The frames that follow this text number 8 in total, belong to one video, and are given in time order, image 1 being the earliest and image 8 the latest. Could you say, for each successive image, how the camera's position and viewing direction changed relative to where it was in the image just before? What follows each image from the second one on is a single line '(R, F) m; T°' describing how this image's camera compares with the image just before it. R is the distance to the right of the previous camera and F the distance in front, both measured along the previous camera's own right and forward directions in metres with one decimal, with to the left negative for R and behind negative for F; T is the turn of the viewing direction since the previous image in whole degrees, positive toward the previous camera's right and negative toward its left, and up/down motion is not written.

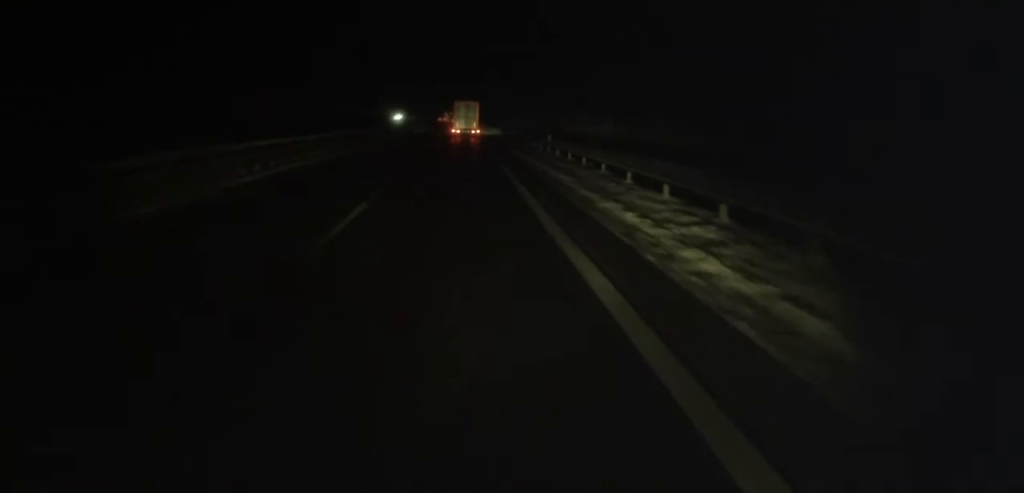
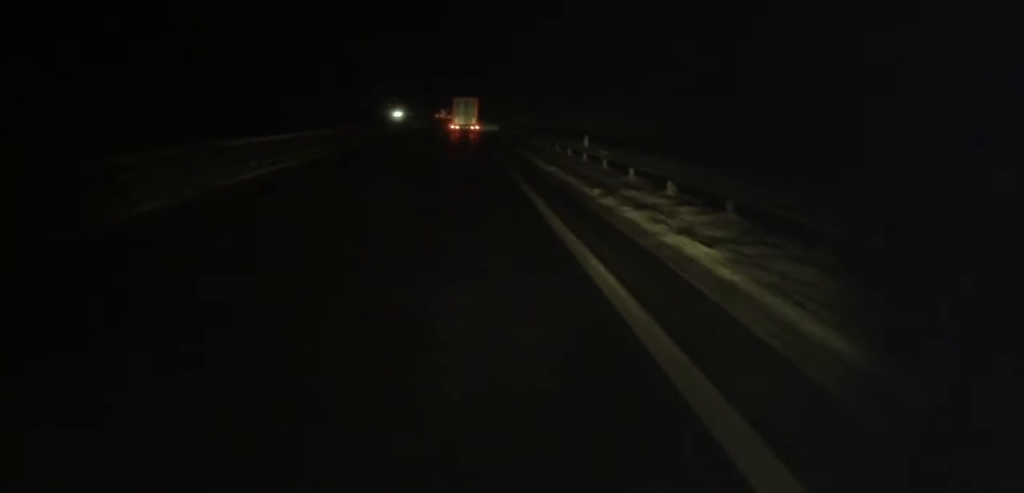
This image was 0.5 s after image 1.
(0.0, +12.2) m; 0°
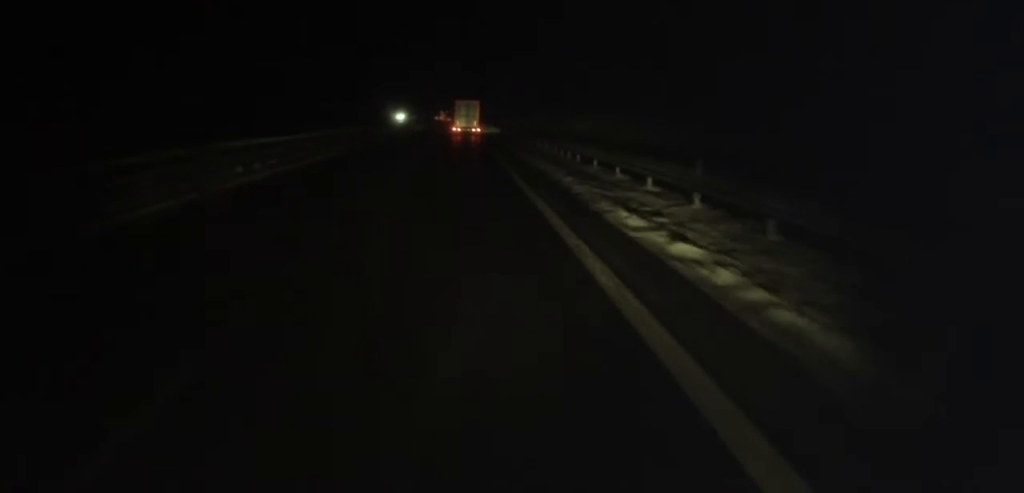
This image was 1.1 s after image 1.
(+0.1, +13.7) m; 0°
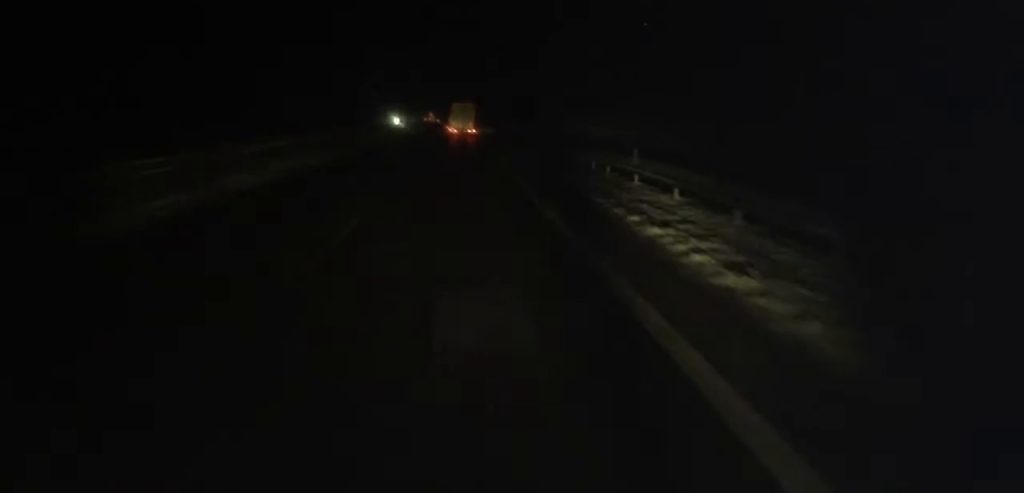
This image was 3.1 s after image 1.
(-0.3, +46.1) m; -1°
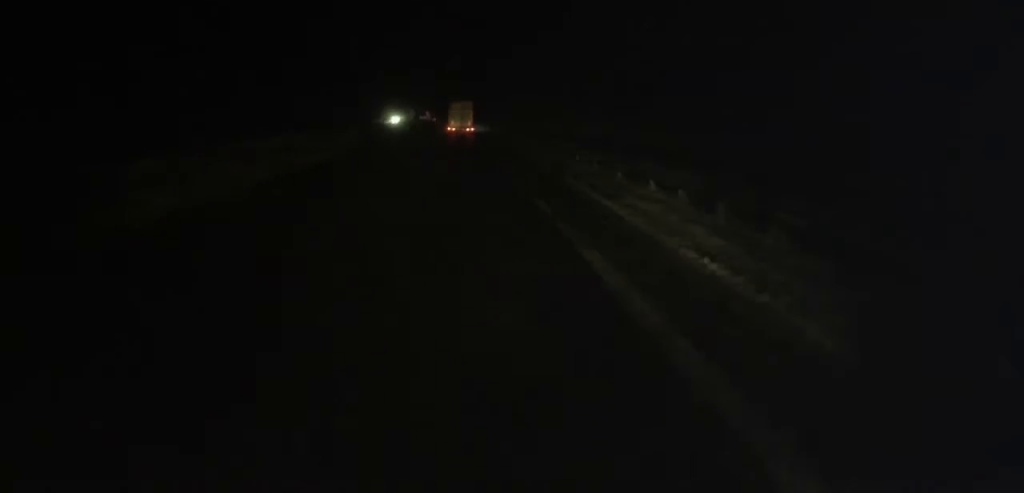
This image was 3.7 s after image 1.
(0.0, +13.8) m; 0°
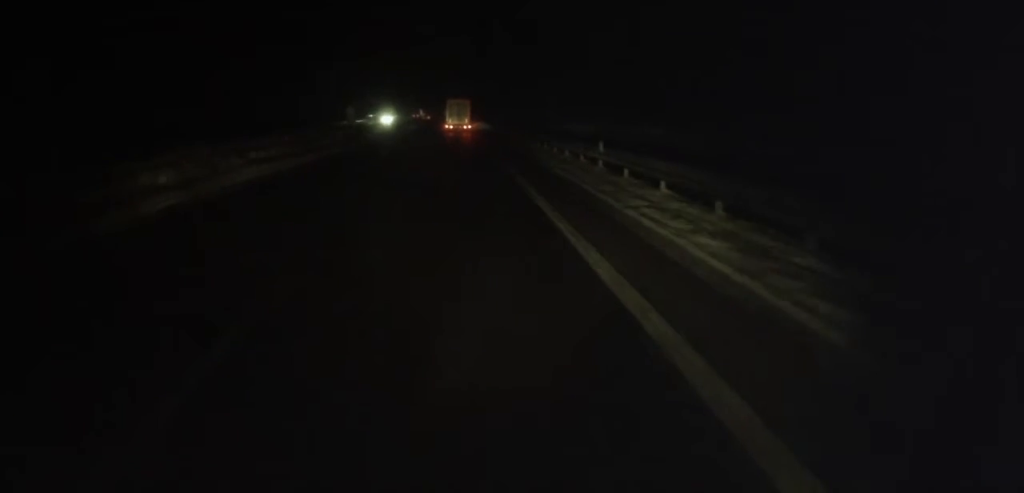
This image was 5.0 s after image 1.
(-0.3, +29.1) m; -1°
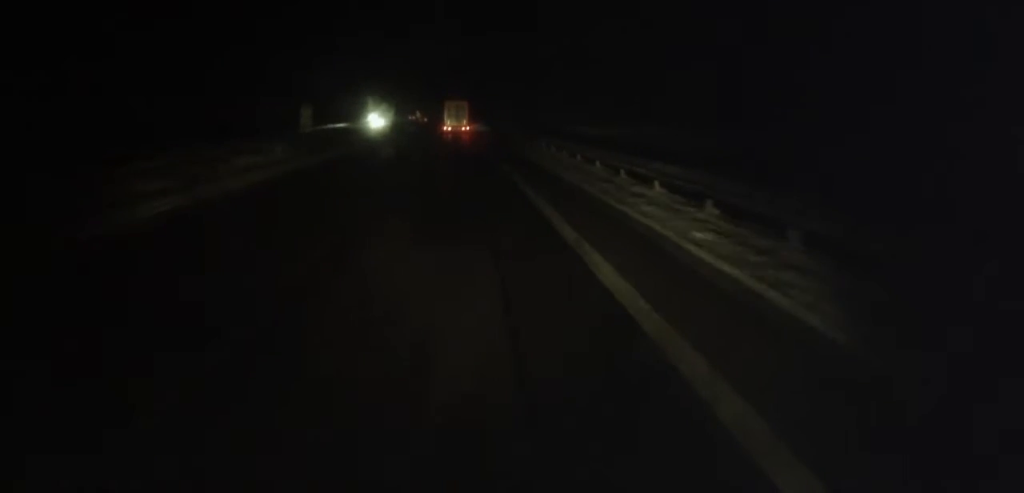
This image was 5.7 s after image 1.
(-0.1, +15.3) m; 0°
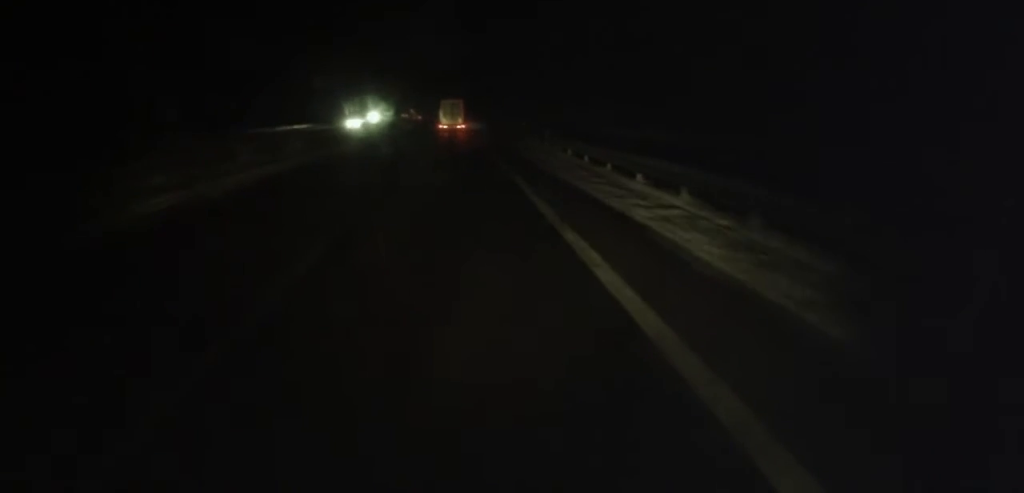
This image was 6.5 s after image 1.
(+0.3, +18.4) m; +1°
